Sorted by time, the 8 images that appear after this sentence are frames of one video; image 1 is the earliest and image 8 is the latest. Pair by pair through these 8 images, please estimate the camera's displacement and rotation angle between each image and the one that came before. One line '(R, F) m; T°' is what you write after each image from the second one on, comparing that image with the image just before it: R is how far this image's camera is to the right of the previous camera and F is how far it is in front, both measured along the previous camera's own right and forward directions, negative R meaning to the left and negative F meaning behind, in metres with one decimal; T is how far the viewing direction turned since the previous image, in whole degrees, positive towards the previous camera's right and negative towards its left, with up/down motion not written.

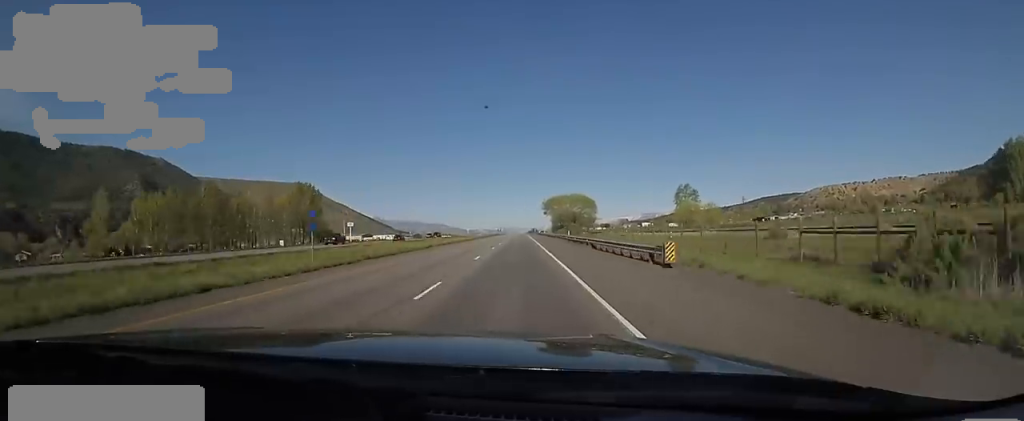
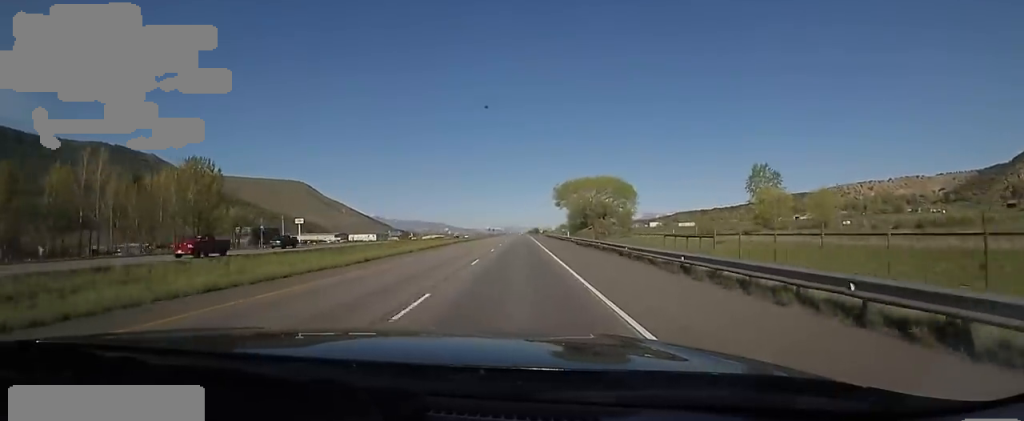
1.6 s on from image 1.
(-0.2, +49.8) m; +2°
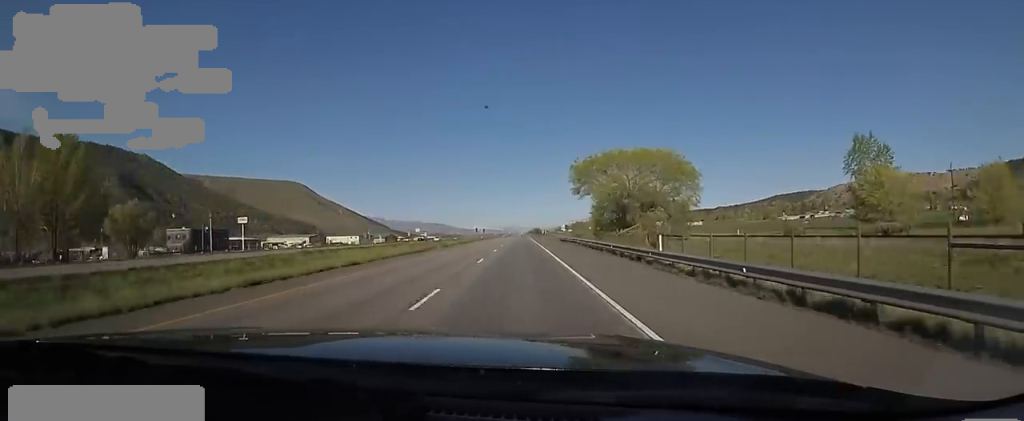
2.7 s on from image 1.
(+0.5, +34.3) m; +1°
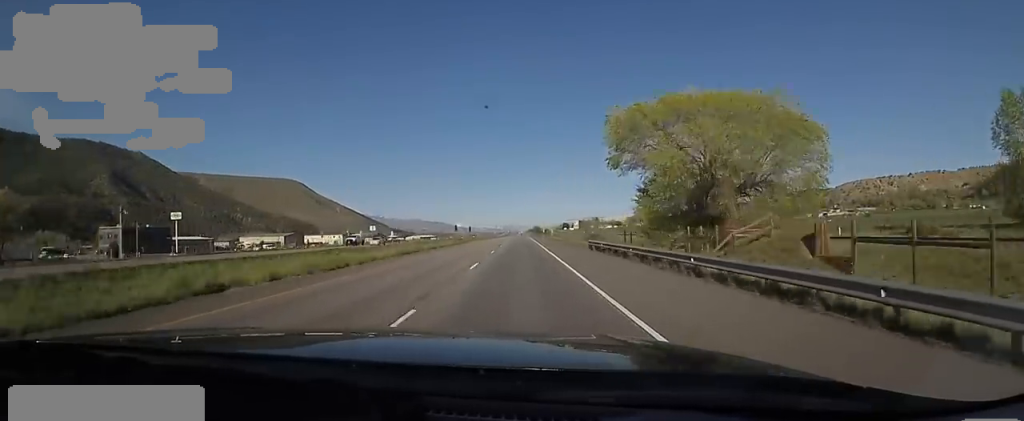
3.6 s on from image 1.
(0.0, +27.2) m; -2°
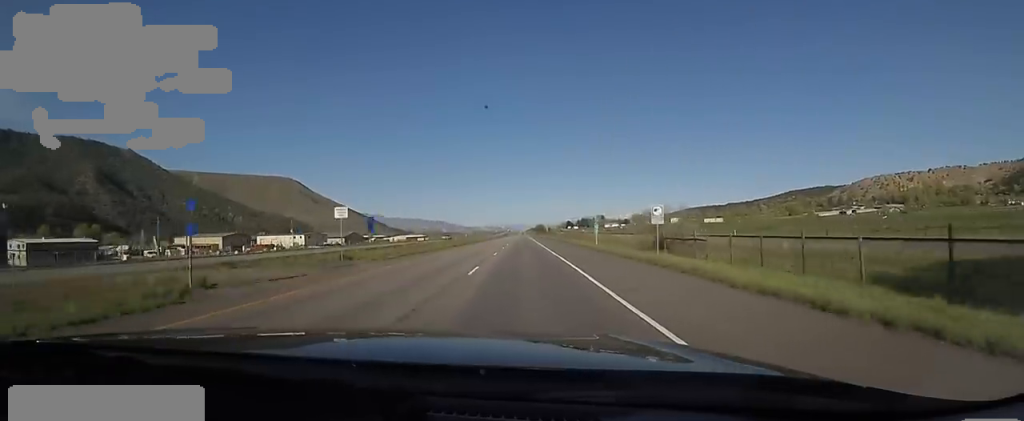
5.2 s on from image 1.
(-1.0, +50.2) m; 0°
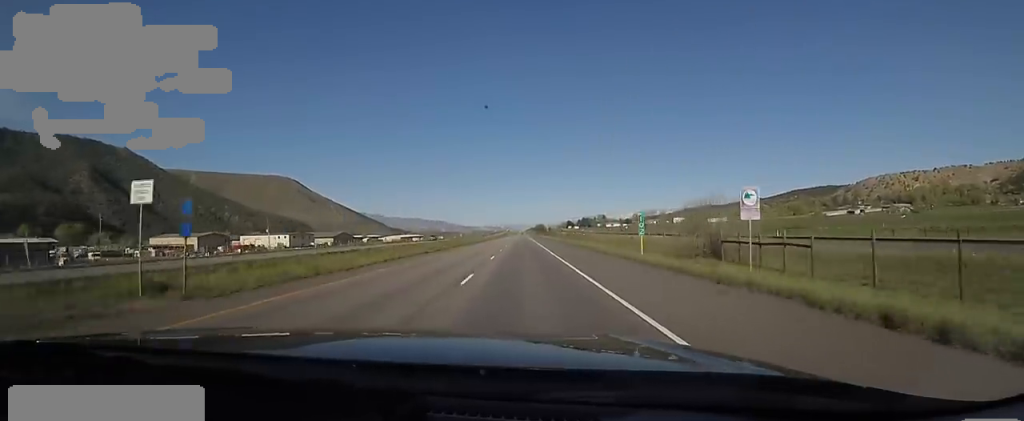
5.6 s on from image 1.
(+0.4, +14.6) m; +1°
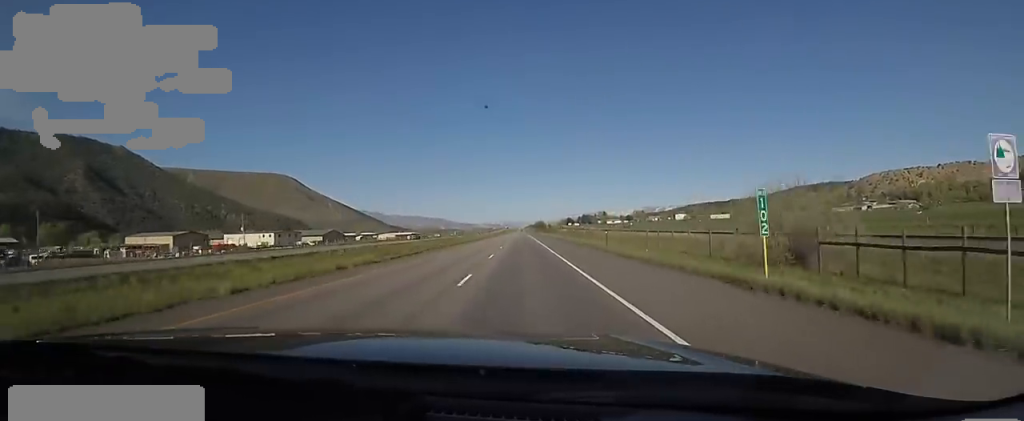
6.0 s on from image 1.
(0.0, +12.5) m; -1°
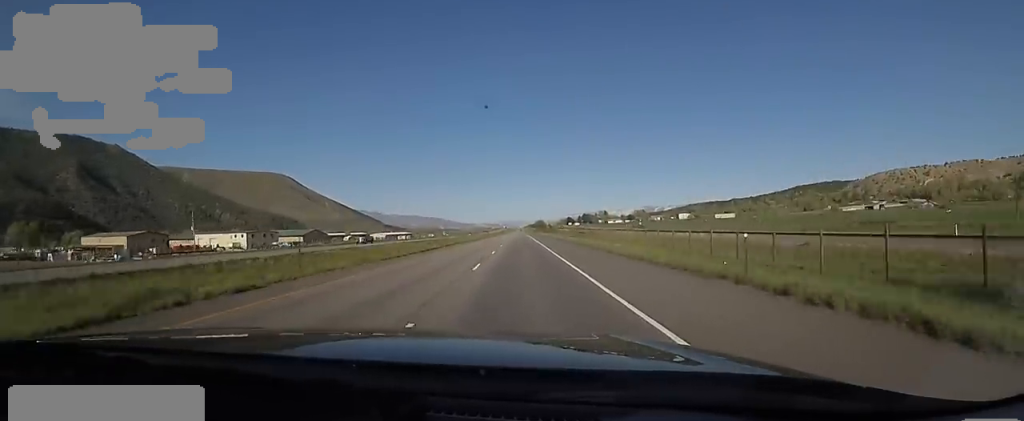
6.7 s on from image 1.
(+0.1, +20.7) m; -2°
